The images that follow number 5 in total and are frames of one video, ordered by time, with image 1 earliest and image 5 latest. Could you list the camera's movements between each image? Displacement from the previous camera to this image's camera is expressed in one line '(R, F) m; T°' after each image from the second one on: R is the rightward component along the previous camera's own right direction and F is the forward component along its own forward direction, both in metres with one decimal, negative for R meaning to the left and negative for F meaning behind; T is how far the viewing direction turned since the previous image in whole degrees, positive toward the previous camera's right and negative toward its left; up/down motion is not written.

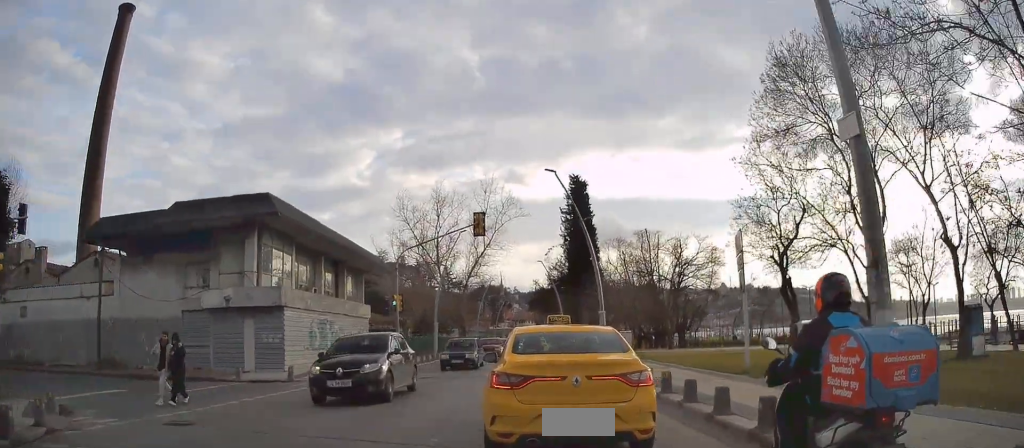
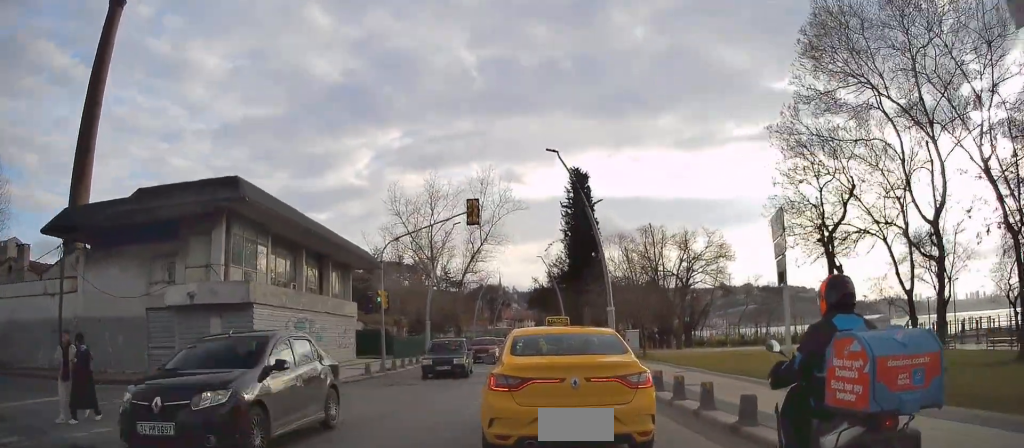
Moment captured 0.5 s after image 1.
(-0.2, +3.0) m; -1°
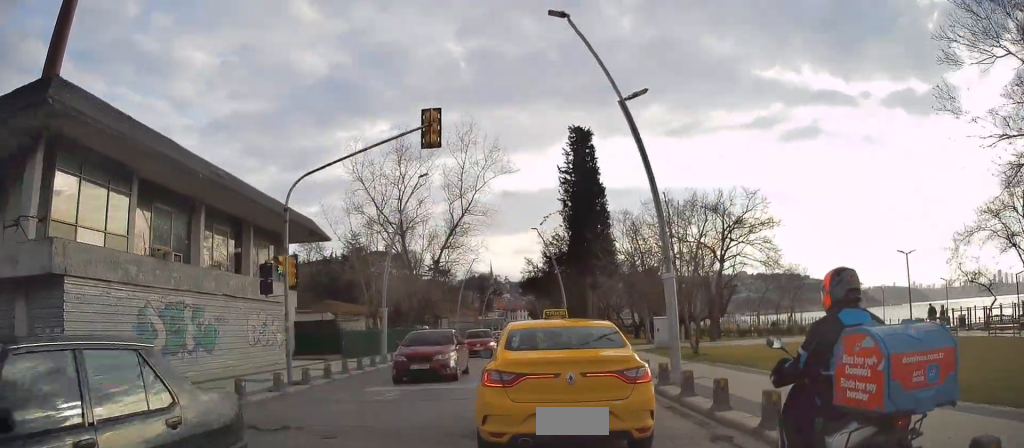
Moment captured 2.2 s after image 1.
(+0.1, +10.6) m; +2°
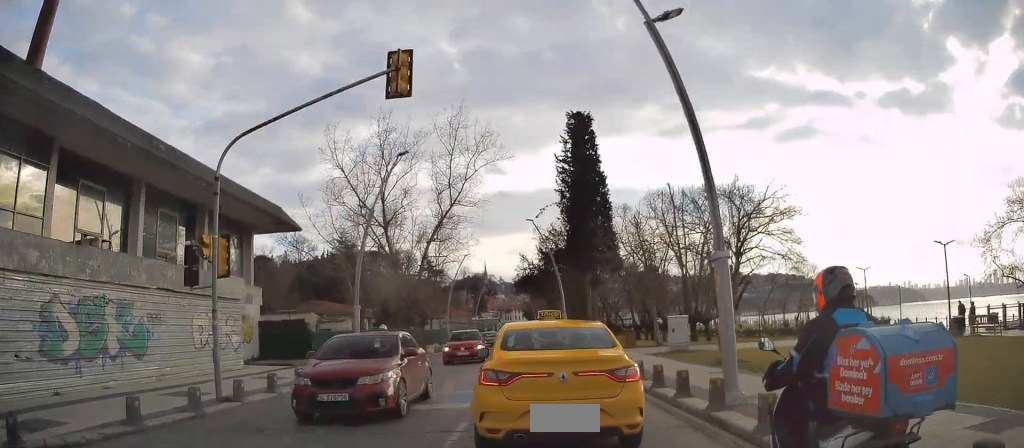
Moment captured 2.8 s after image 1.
(+0.1, +3.9) m; 0°
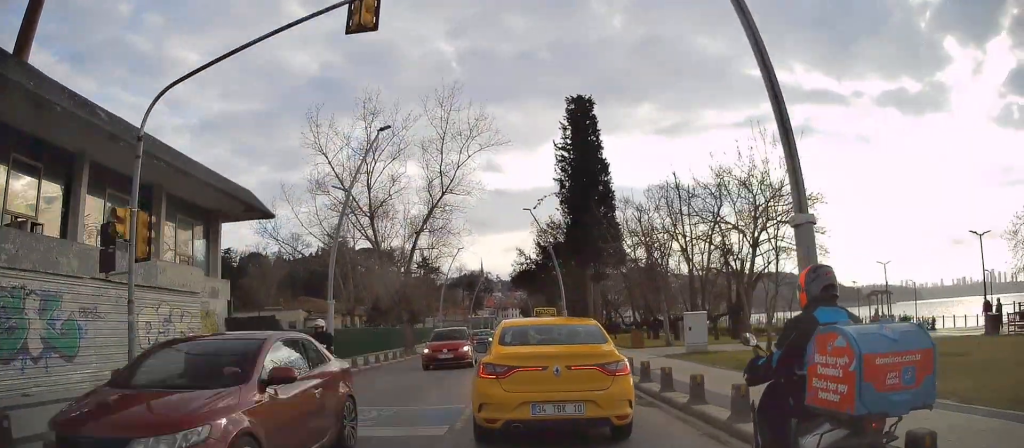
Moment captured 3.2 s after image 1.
(0.0, +3.1) m; 0°
